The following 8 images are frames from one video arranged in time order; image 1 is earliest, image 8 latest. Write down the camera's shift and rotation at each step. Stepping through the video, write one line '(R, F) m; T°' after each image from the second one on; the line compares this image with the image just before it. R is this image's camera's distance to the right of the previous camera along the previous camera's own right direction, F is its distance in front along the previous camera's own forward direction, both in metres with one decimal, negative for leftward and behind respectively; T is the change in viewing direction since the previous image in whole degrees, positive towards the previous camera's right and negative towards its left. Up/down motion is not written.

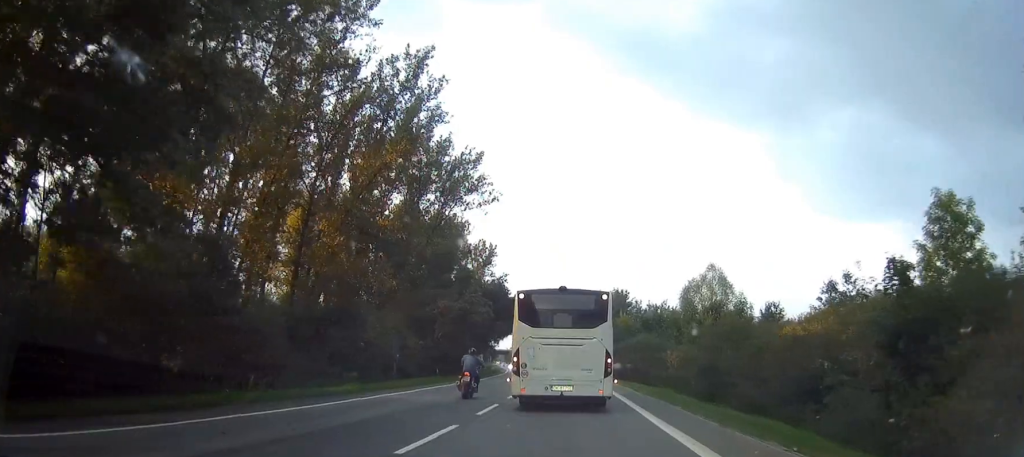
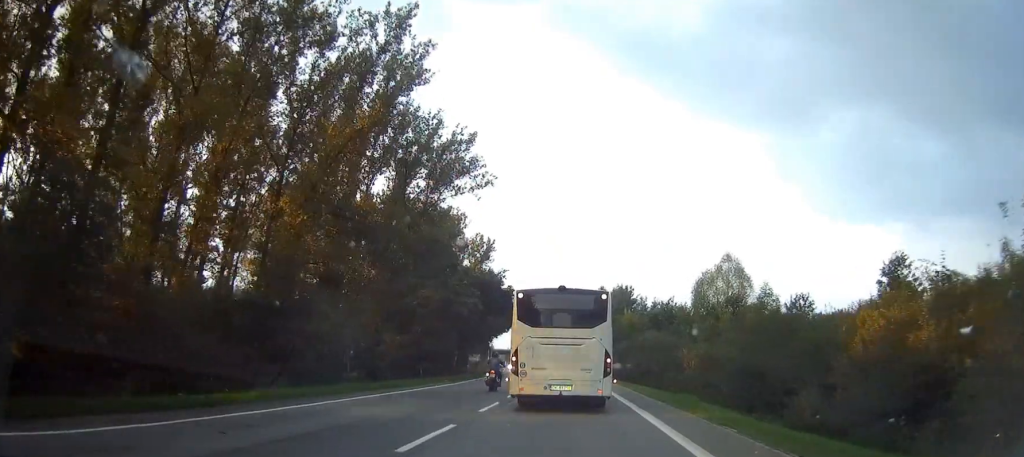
(0.0, +7.7) m; 0°
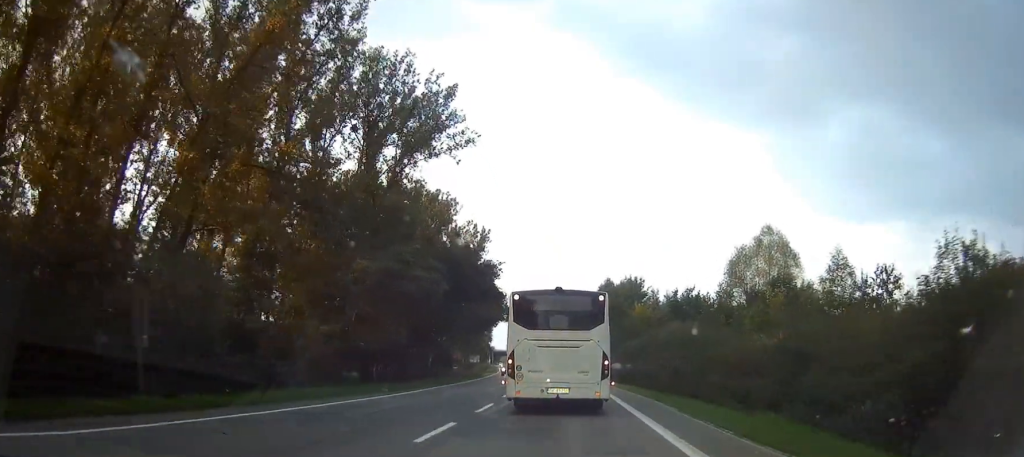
(0.0, +15.2) m; -1°
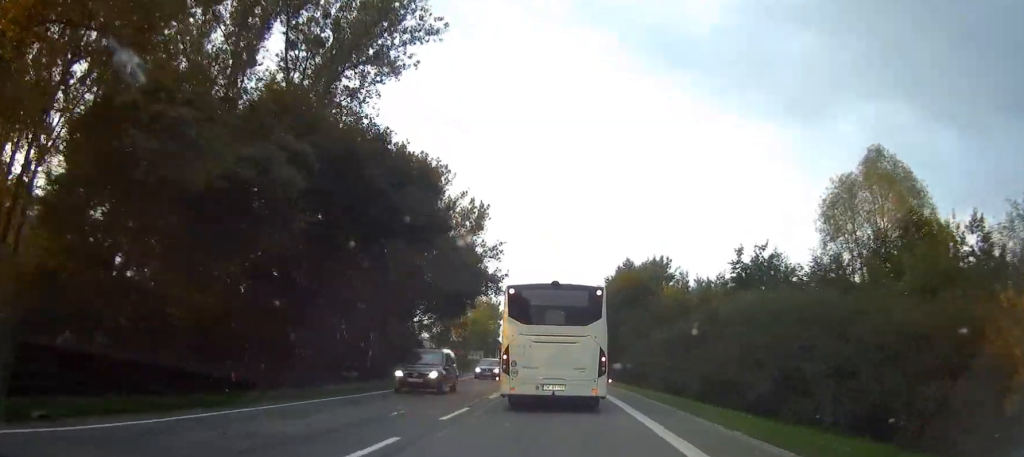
(-0.4, +21.9) m; -1°
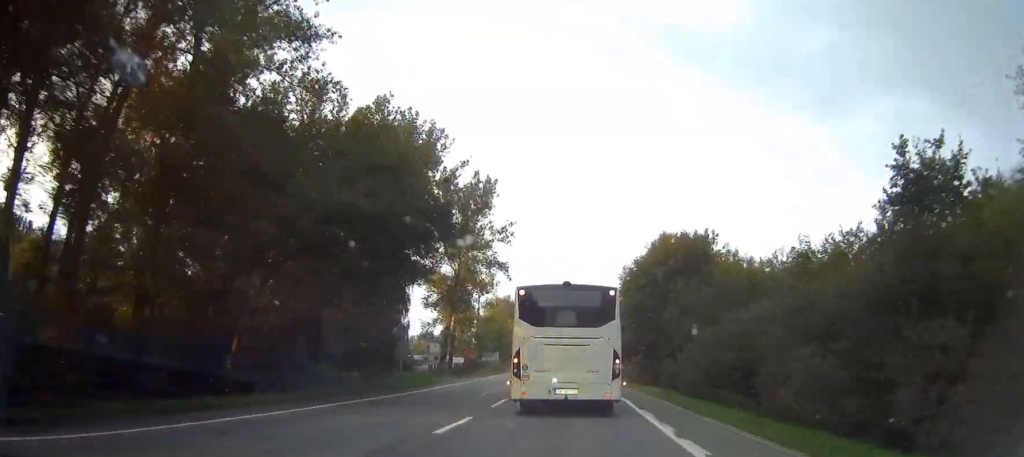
(0.0, +20.7) m; -1°
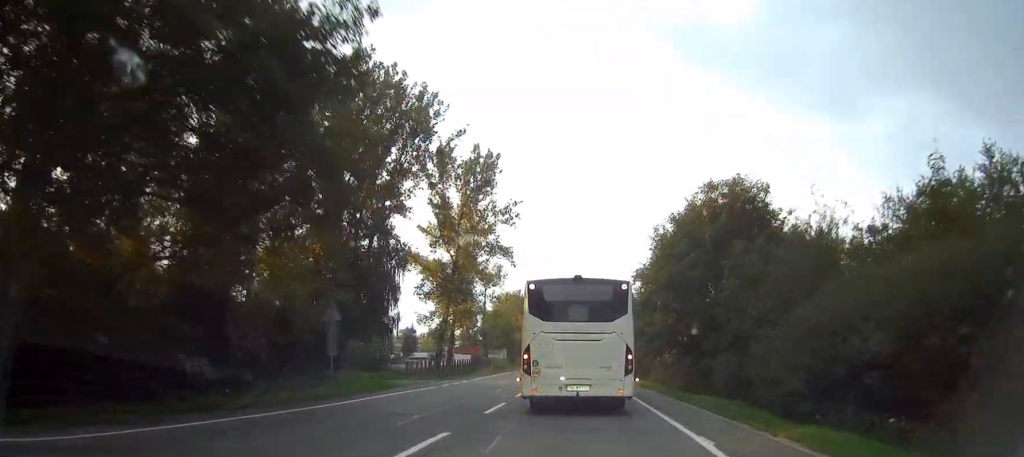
(-0.1, +13.4) m; -1°
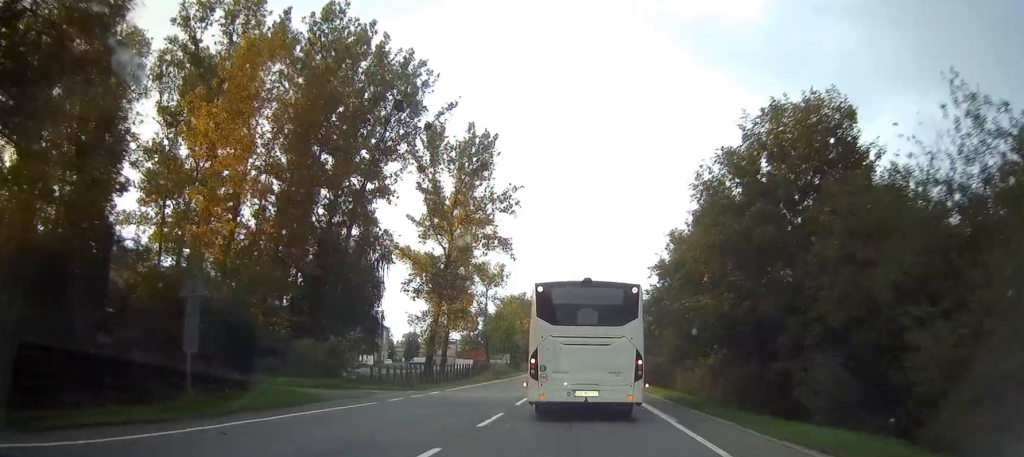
(-0.2, +11.0) m; -1°
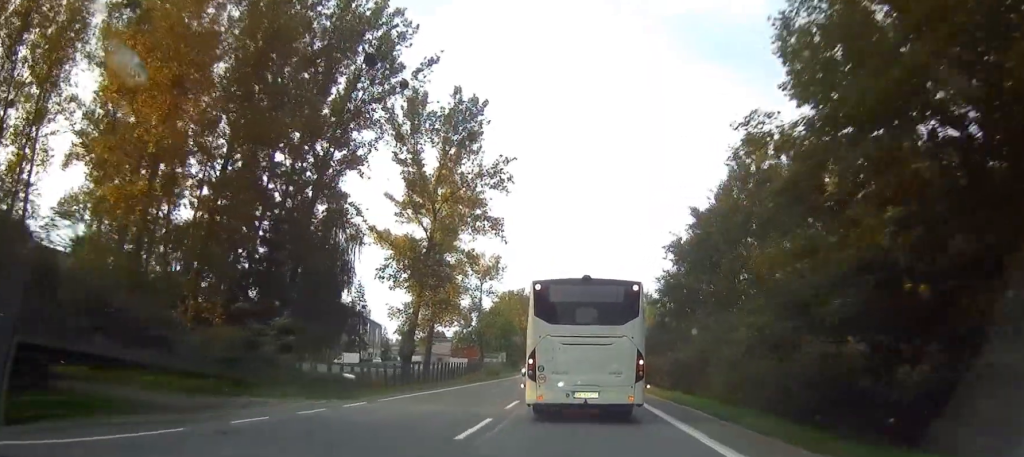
(0.0, +11.5) m; 0°
